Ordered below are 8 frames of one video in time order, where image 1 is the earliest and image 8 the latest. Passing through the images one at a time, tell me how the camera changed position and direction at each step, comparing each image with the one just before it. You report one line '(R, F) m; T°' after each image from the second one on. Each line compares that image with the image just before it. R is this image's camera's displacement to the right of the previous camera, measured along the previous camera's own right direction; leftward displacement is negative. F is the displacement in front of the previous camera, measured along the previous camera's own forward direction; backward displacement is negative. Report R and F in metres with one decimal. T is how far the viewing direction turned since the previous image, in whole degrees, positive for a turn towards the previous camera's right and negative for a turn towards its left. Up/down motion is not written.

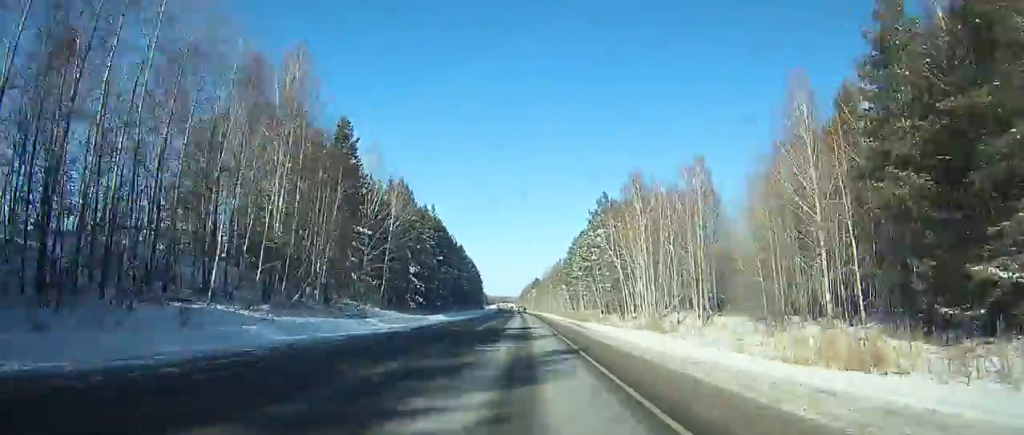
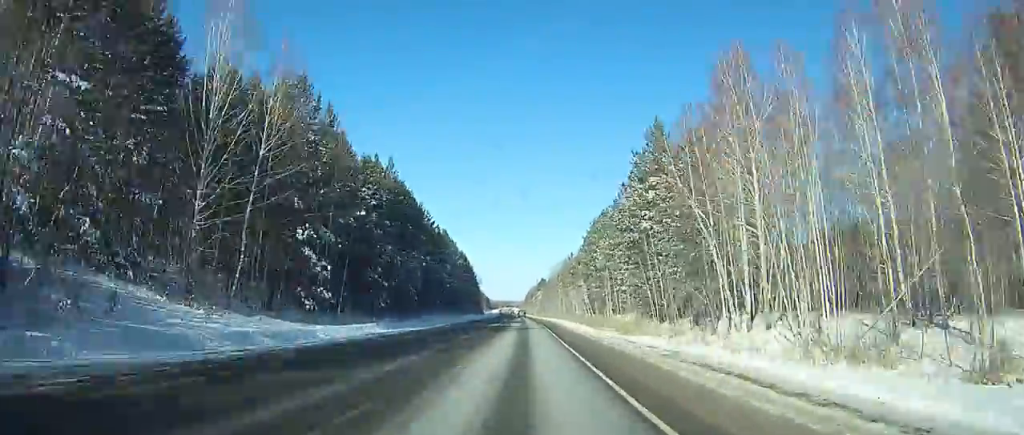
(-0.4, +38.8) m; 0°
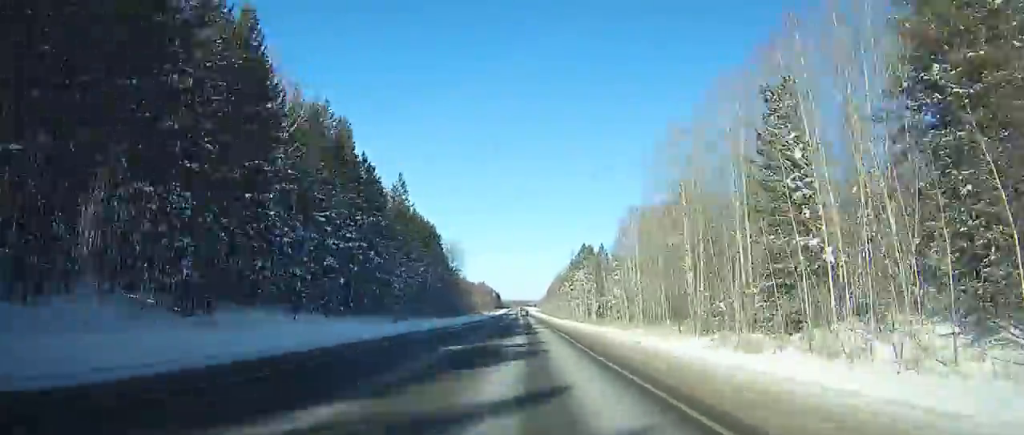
(-2.5, +158.3) m; -2°
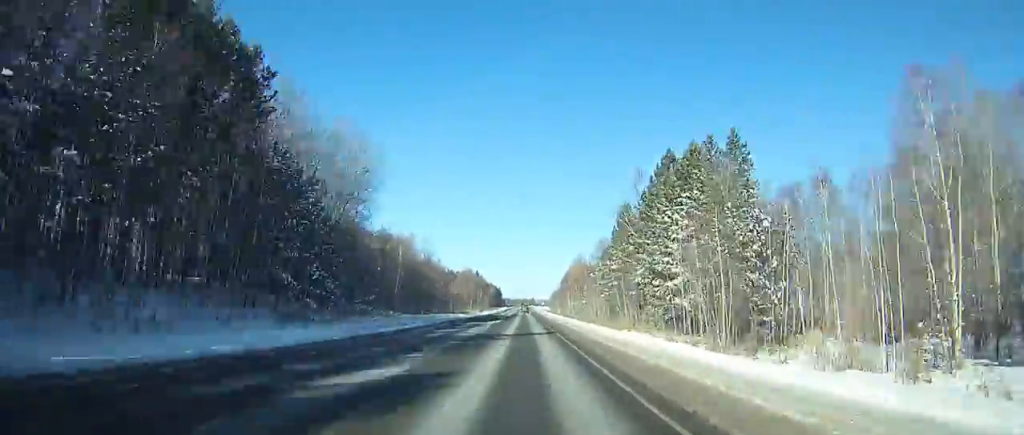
(-1.1, +92.2) m; -1°
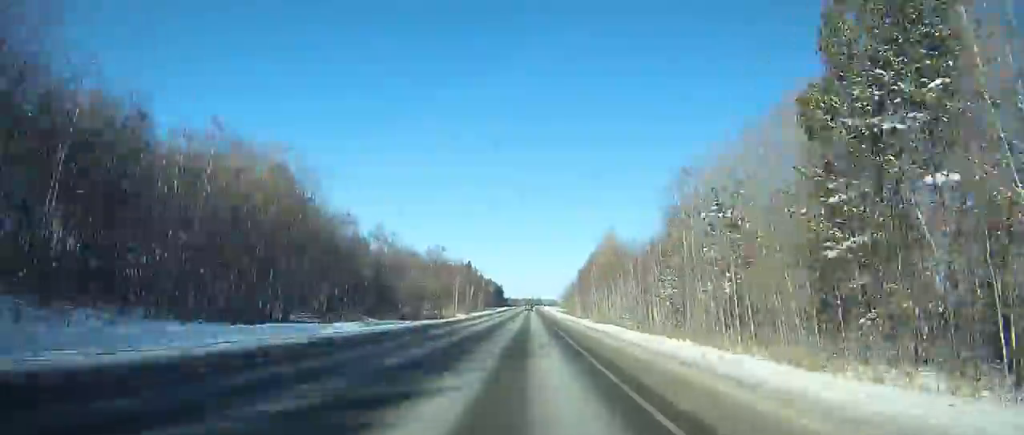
(+0.1, +67.9) m; 0°
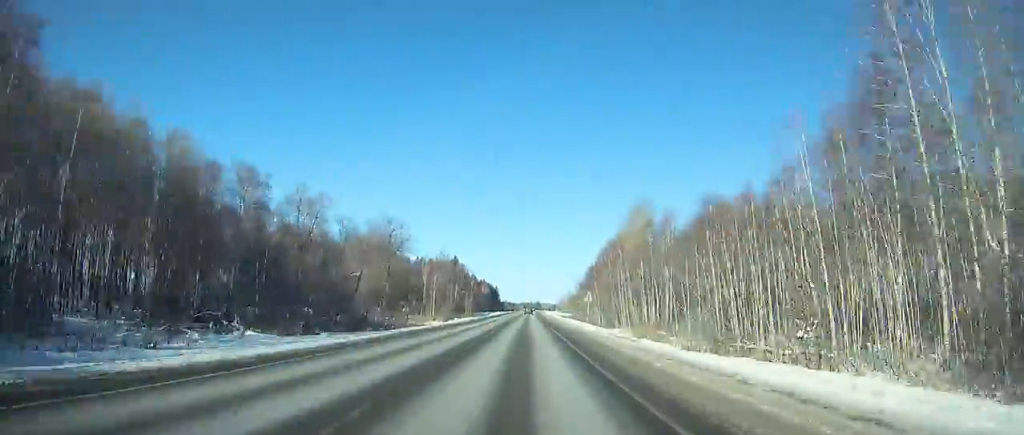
(0.0, +41.0) m; 0°
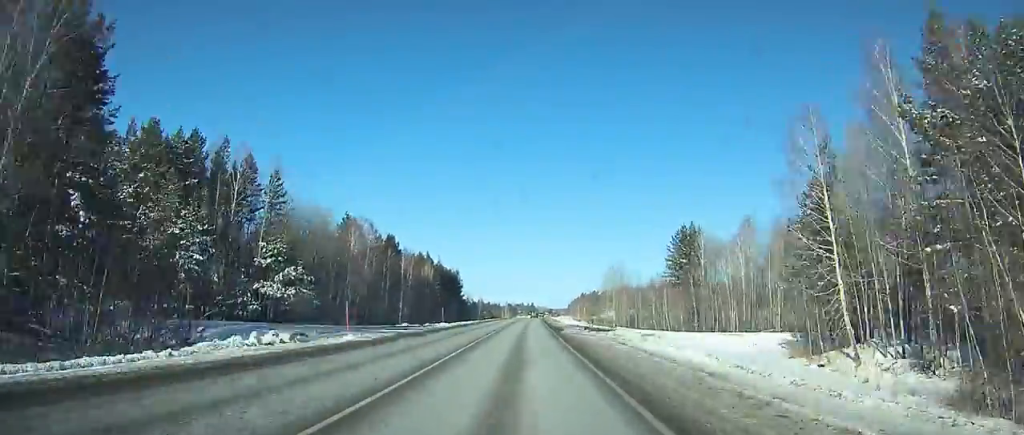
(+0.7, +178.1) m; +1°
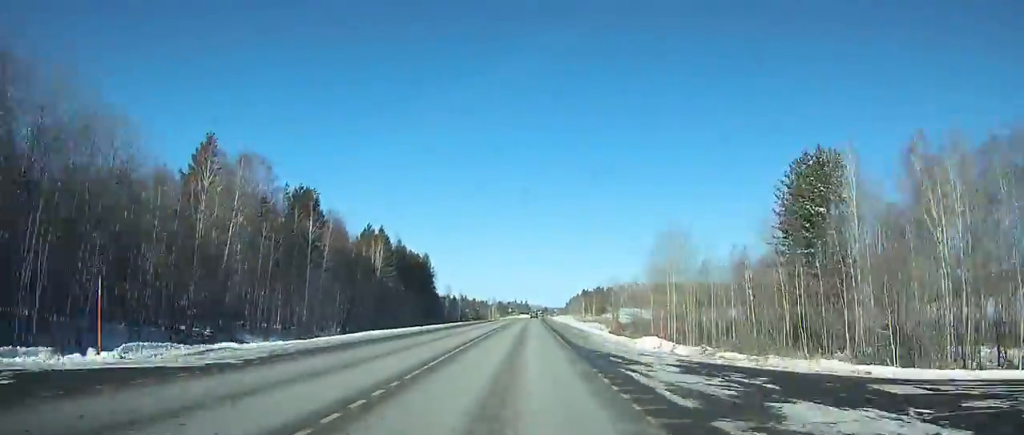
(+0.1, +49.4) m; 0°
